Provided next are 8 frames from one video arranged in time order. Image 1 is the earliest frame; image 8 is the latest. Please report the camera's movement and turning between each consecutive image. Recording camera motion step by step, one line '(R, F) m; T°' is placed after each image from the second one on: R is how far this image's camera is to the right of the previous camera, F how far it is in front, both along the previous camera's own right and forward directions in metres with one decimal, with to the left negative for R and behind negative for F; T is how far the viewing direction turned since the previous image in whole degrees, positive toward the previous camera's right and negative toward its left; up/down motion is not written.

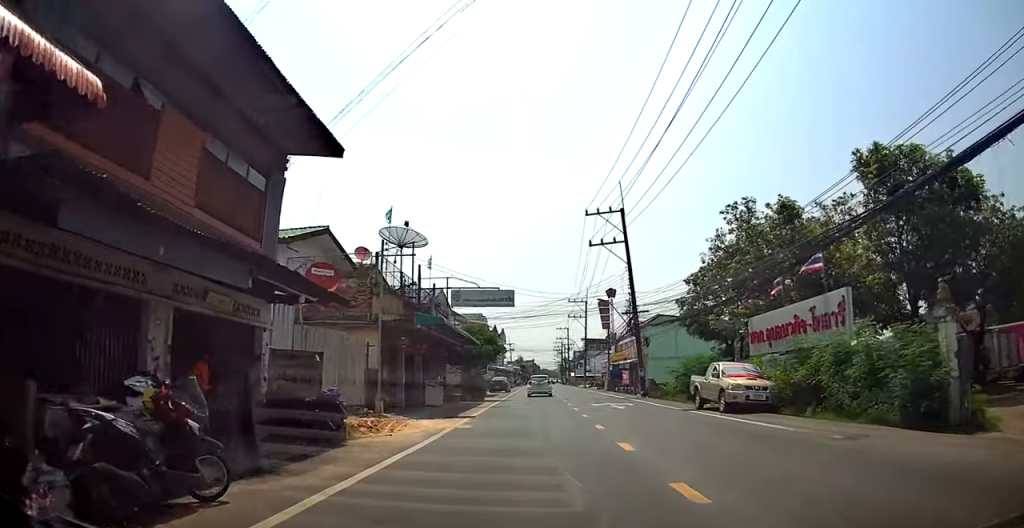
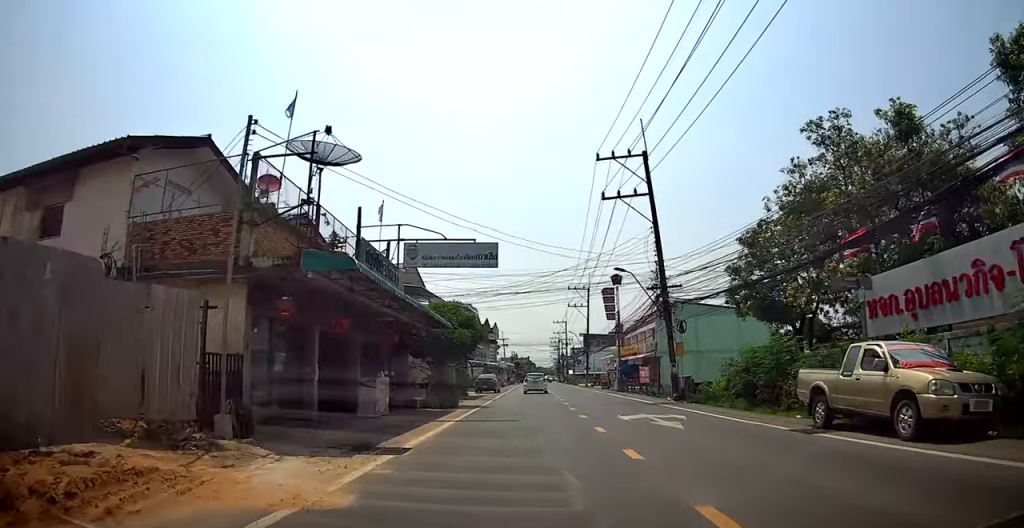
(0.0, +9.0) m; +1°
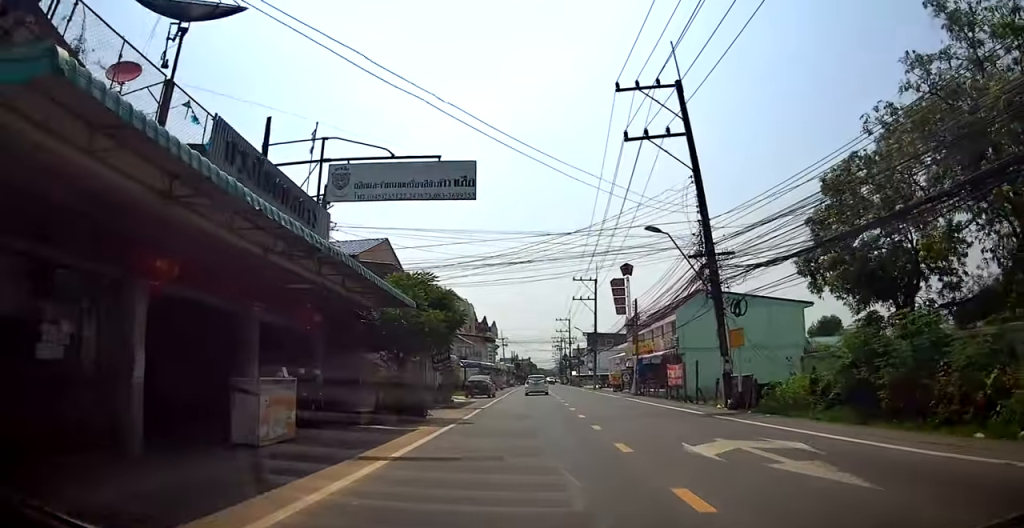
(+0.1, +7.0) m; +1°
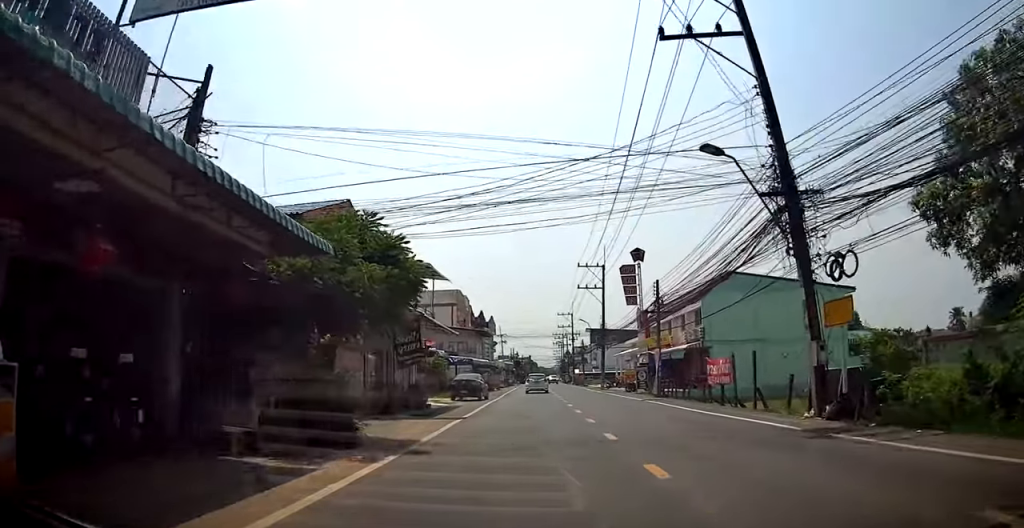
(0.0, +6.6) m; -1°
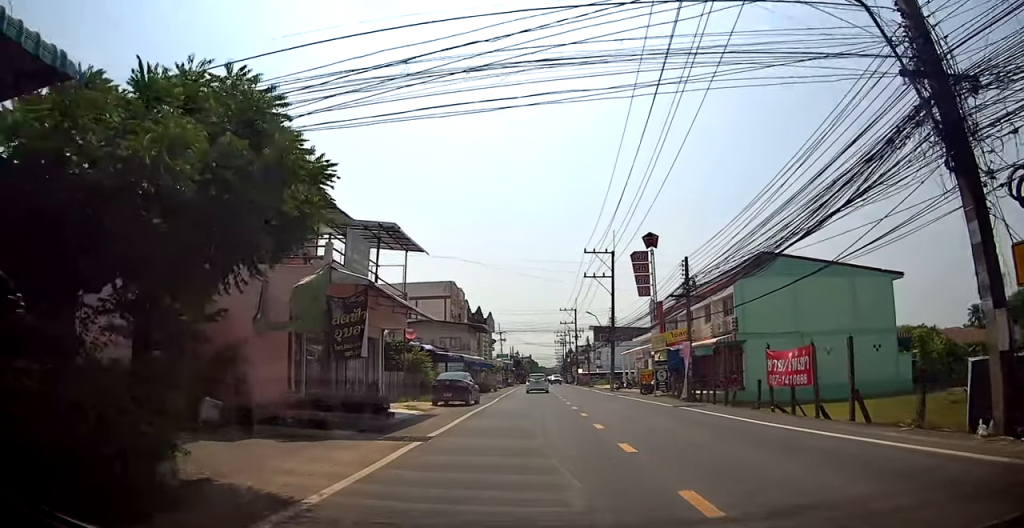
(+0.1, +5.9) m; -1°
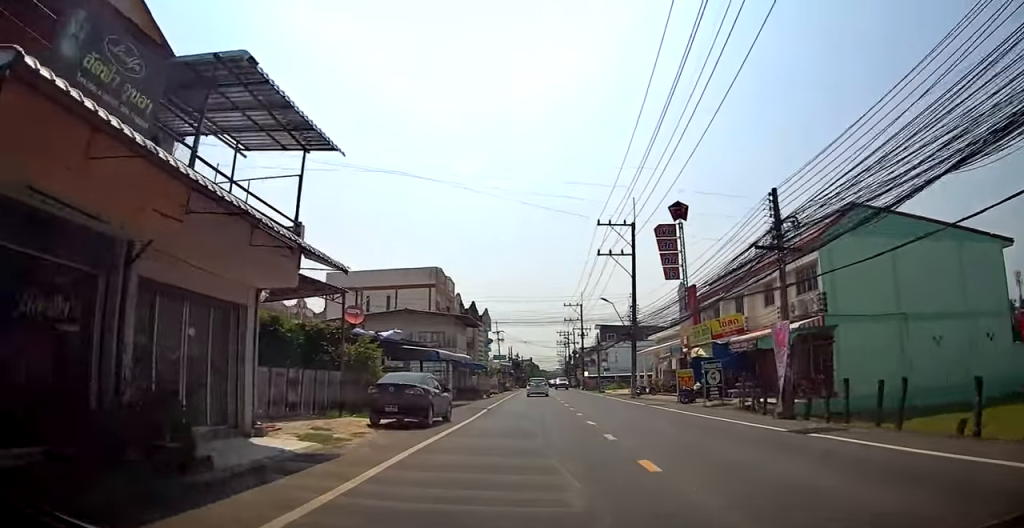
(-0.4, +9.9) m; -2°
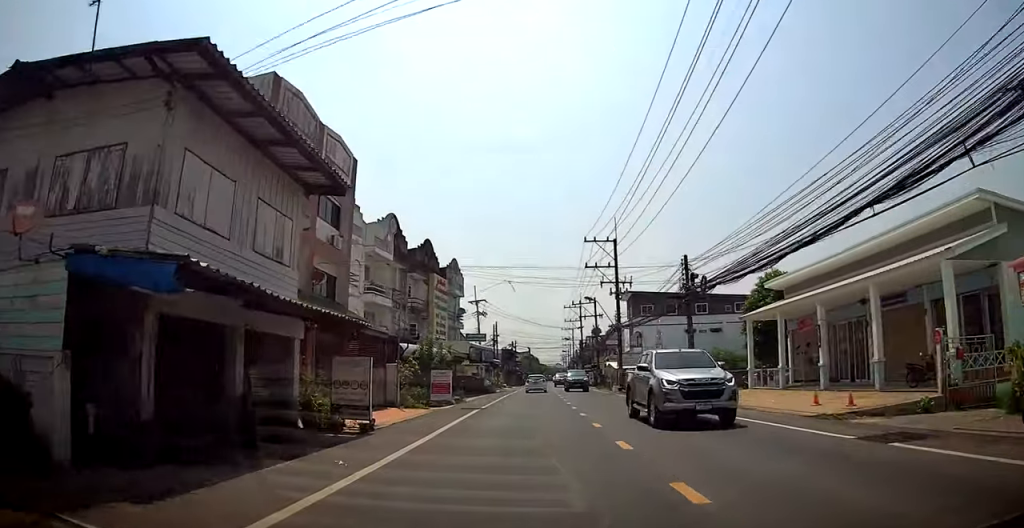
(+0.1, +34.8) m; 0°
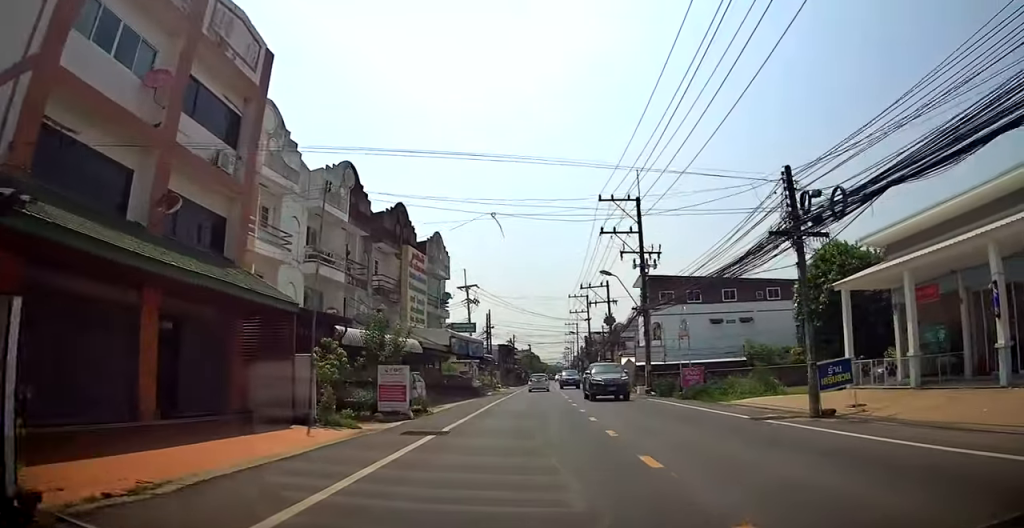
(0.0, +10.4) m; 0°
